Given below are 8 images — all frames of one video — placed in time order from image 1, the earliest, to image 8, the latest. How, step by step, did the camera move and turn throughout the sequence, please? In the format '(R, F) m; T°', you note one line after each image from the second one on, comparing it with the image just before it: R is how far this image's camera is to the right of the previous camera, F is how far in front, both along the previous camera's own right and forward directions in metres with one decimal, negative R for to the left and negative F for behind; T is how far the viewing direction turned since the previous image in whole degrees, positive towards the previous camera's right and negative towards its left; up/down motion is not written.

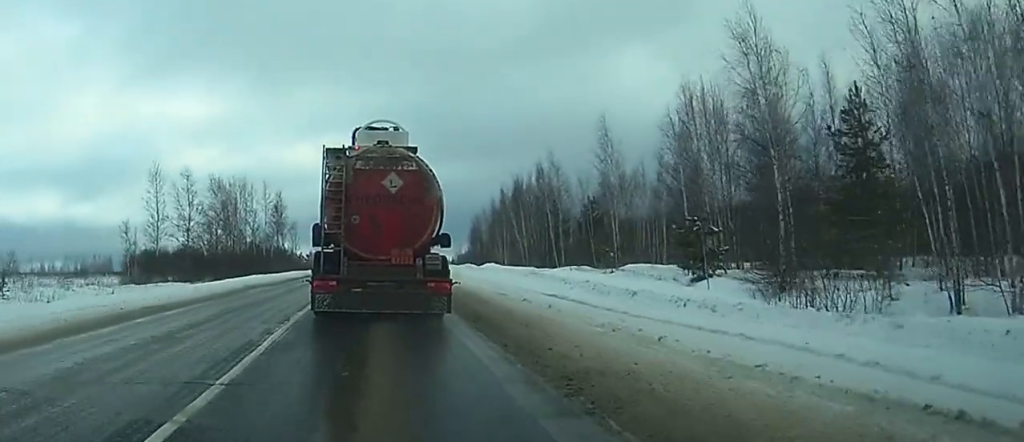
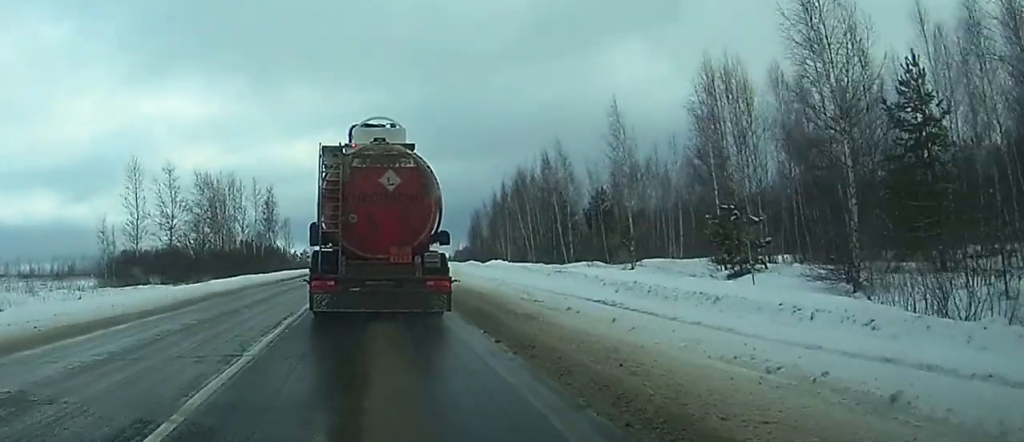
(0.0, +5.4) m; 0°
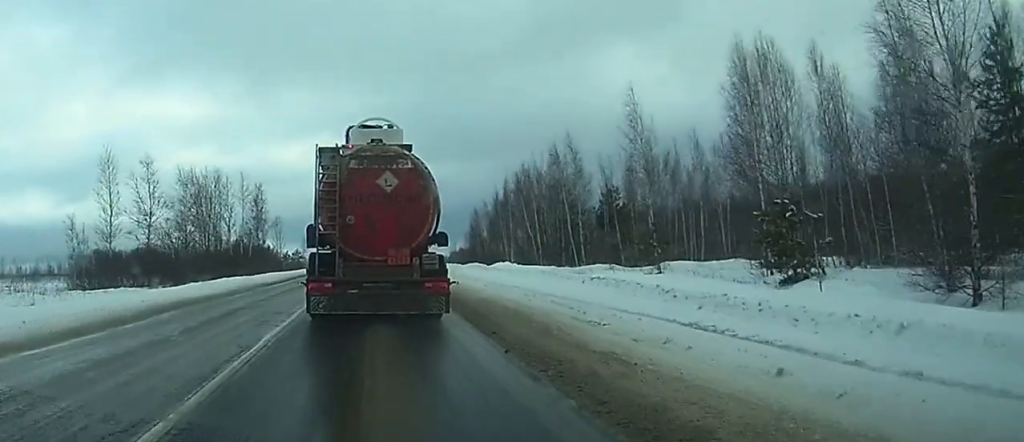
(0.0, +6.1) m; 0°
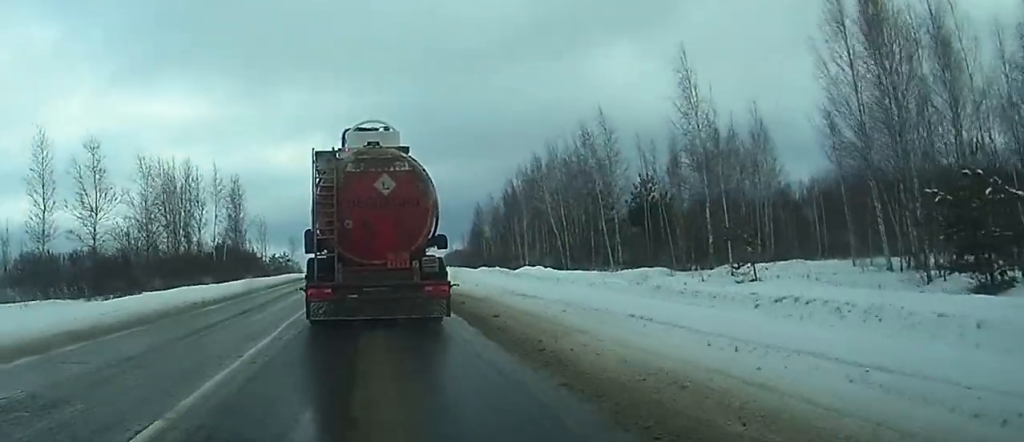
(0.0, +13.0) m; 0°
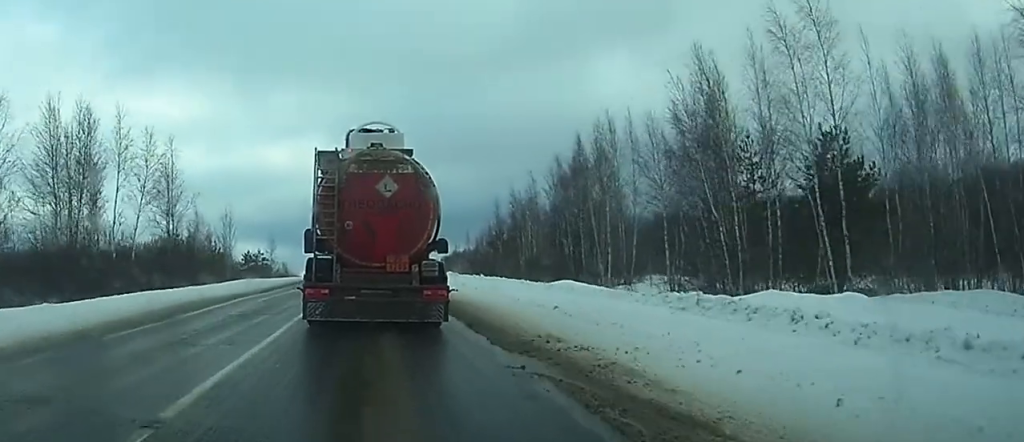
(+0.1, +31.8) m; 0°
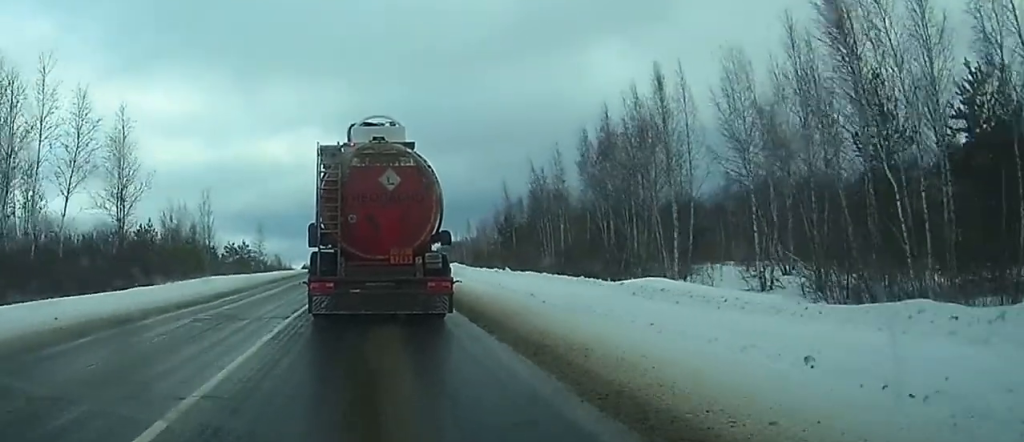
(0.0, +12.8) m; +1°
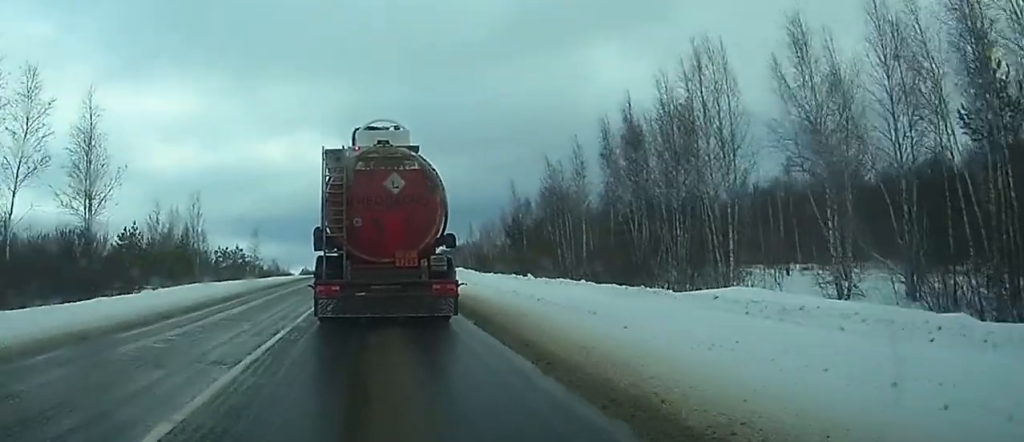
(+0.1, +6.7) m; +1°
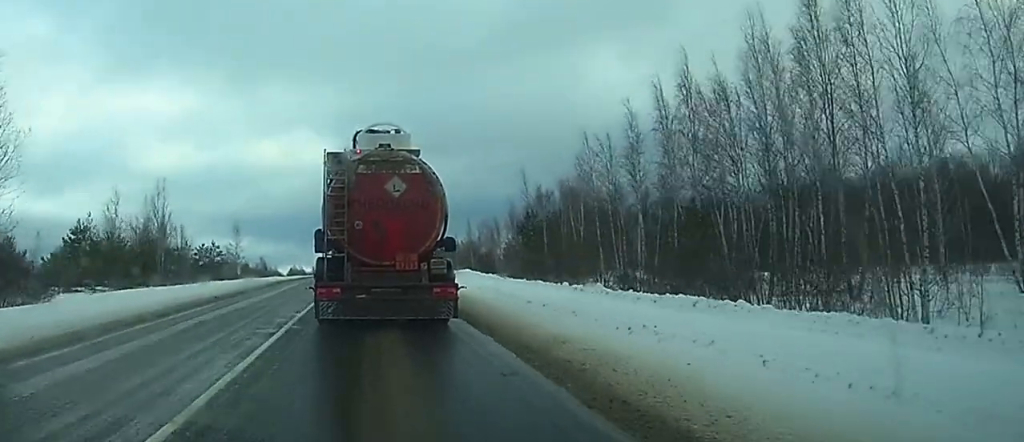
(+0.2, +13.8) m; +1°
